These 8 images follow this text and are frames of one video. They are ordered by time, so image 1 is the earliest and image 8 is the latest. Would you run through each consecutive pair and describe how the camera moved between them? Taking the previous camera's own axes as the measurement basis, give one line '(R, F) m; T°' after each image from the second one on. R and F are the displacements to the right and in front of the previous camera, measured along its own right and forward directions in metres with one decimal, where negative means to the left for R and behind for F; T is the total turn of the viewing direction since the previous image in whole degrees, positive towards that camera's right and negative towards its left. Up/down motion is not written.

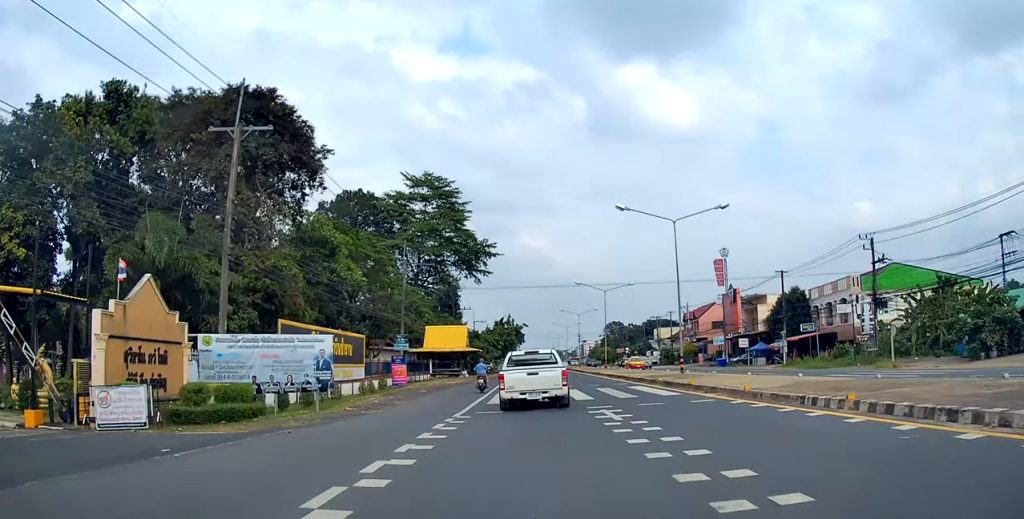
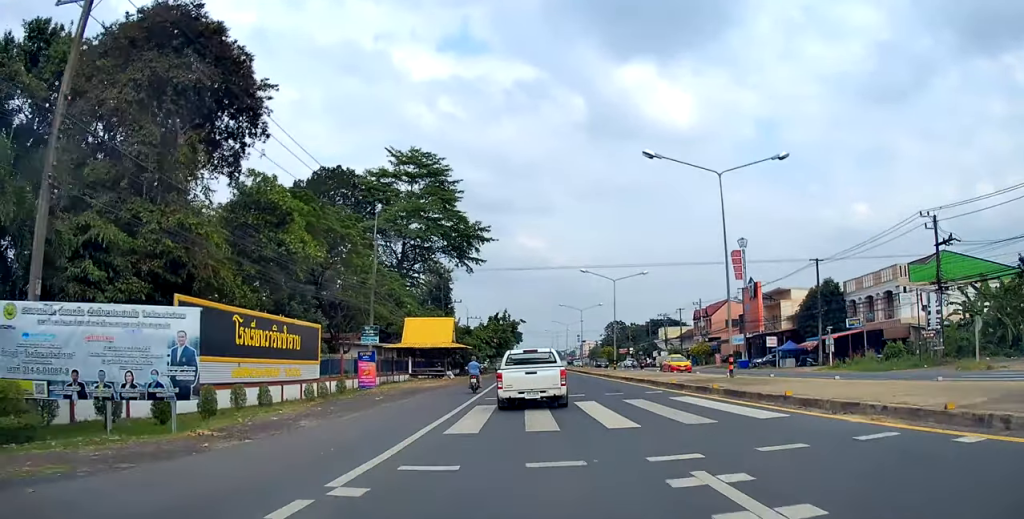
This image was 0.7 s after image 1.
(0.0, +9.3) m; 0°
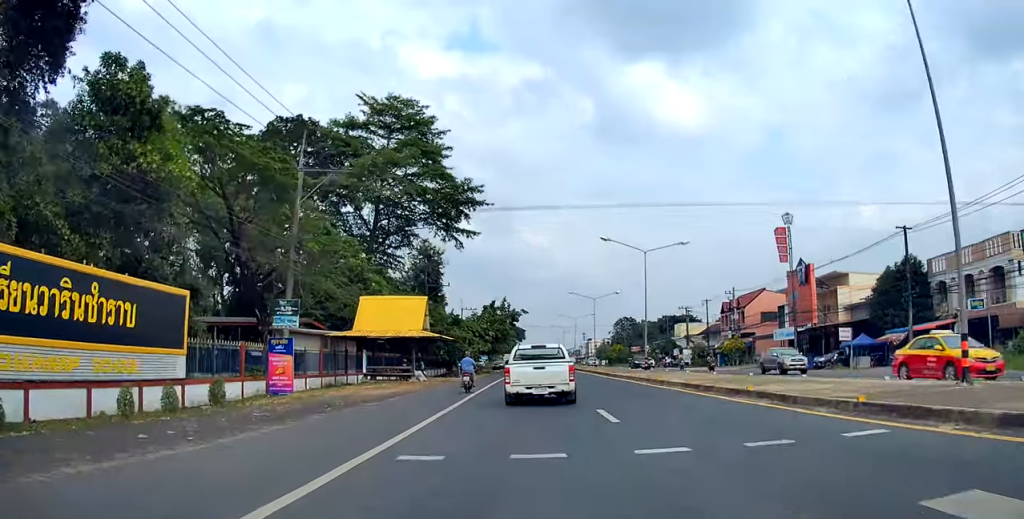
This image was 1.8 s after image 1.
(0.0, +15.4) m; 0°
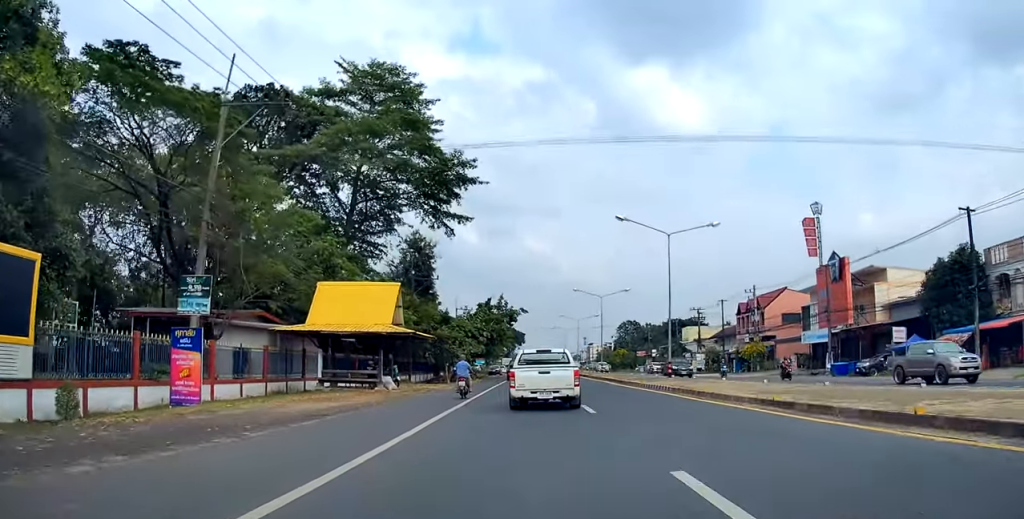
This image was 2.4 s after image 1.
(+0.1, +8.3) m; 0°
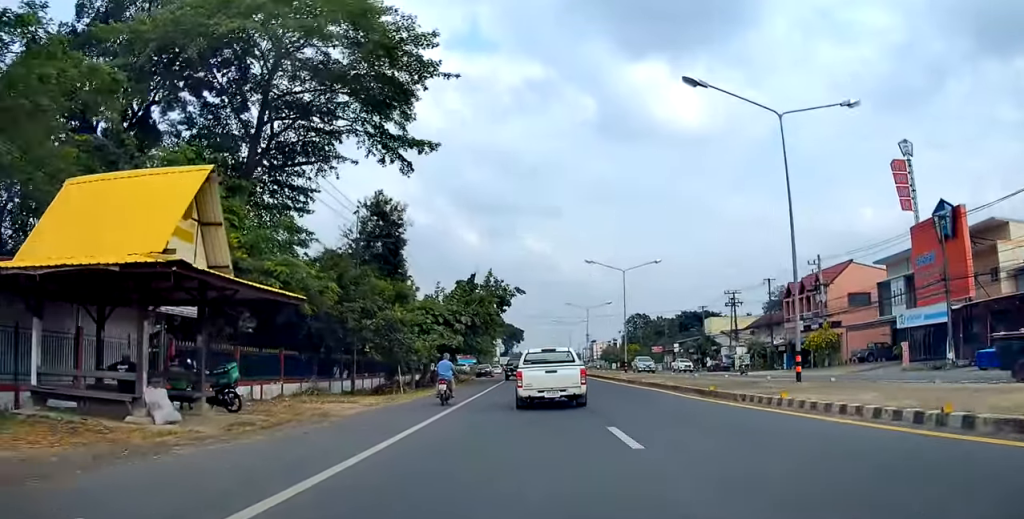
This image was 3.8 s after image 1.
(-0.4, +19.0) m; -1°
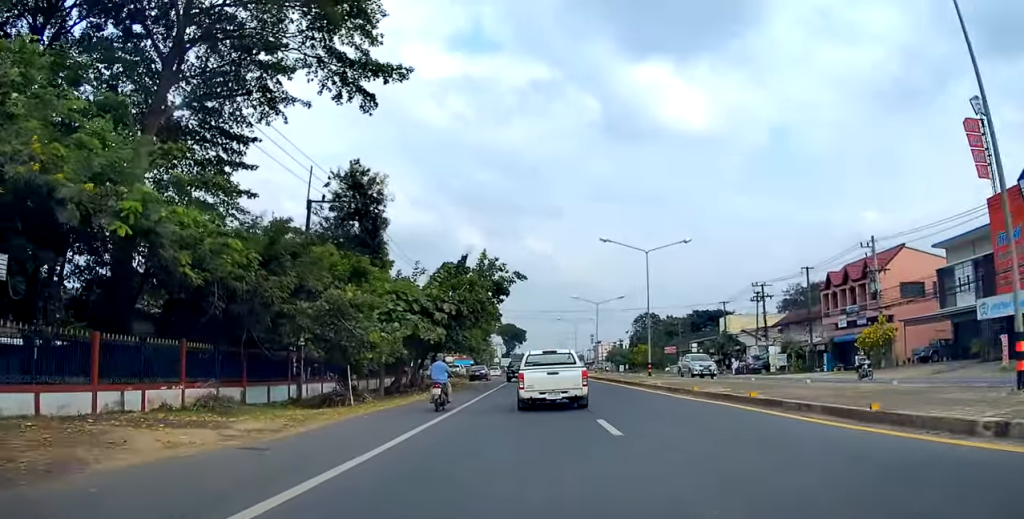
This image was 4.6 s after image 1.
(0.0, +10.0) m; 0°
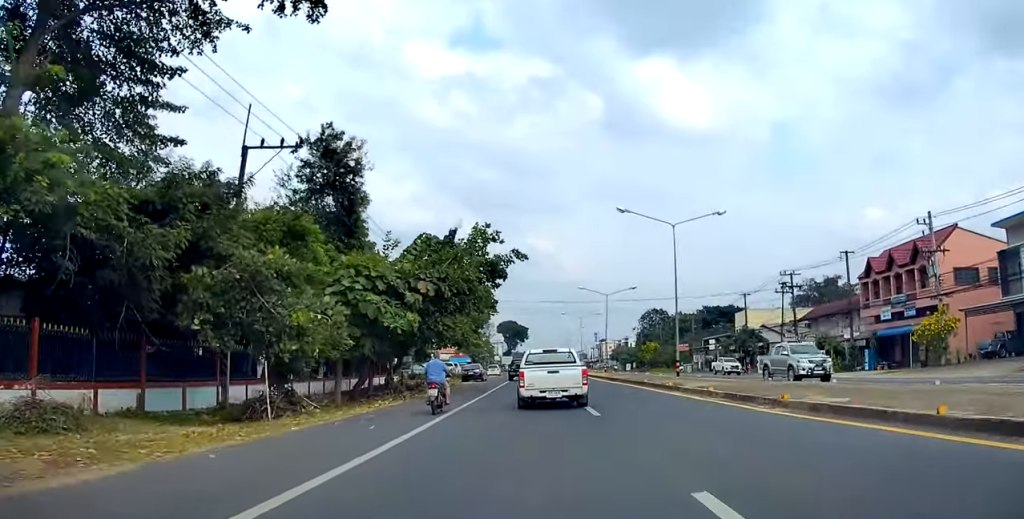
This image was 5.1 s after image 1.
(+0.1, +7.9) m; 0°
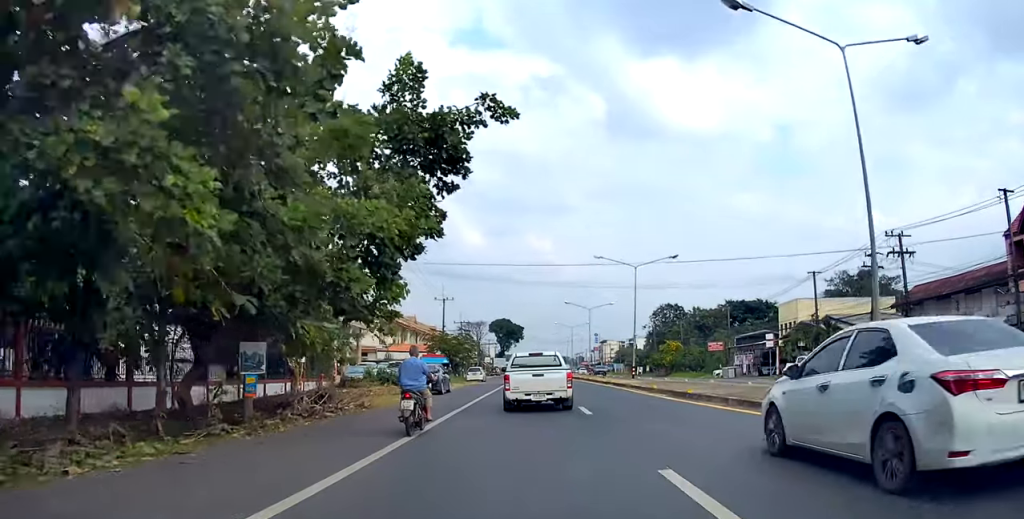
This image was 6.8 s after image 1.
(-0.1, +22.6) m; +1°
